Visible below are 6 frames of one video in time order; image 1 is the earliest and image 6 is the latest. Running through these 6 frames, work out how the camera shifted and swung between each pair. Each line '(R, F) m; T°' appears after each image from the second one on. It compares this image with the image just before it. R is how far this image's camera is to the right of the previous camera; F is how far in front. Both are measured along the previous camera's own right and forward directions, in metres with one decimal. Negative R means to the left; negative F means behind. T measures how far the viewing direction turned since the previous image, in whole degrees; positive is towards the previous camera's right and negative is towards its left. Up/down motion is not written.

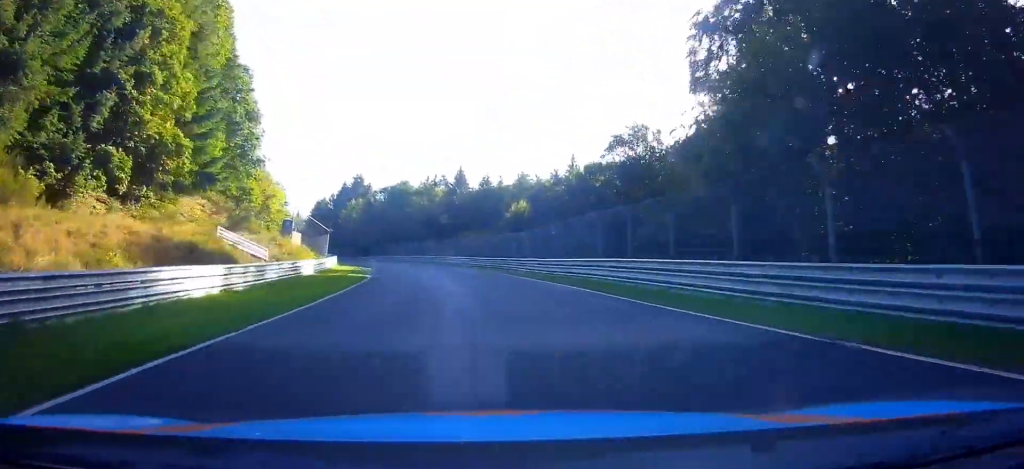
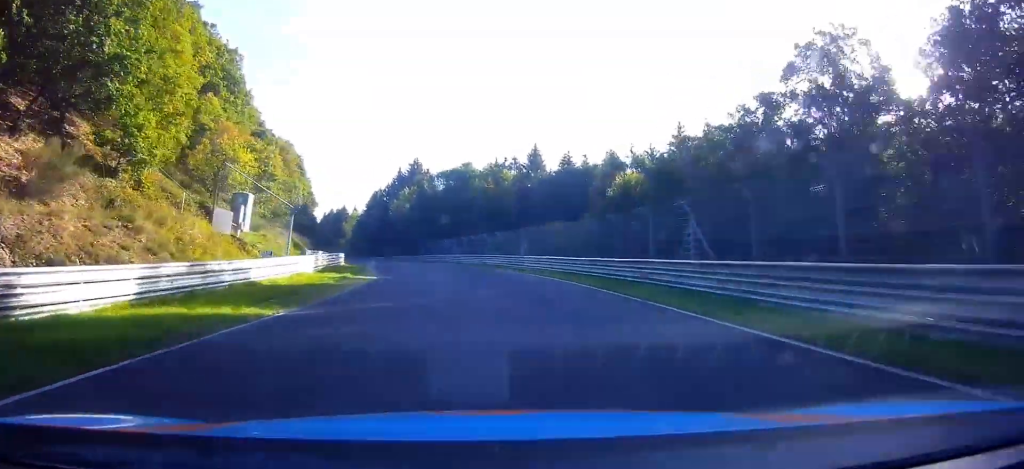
(-0.5, +20.3) m; -6°
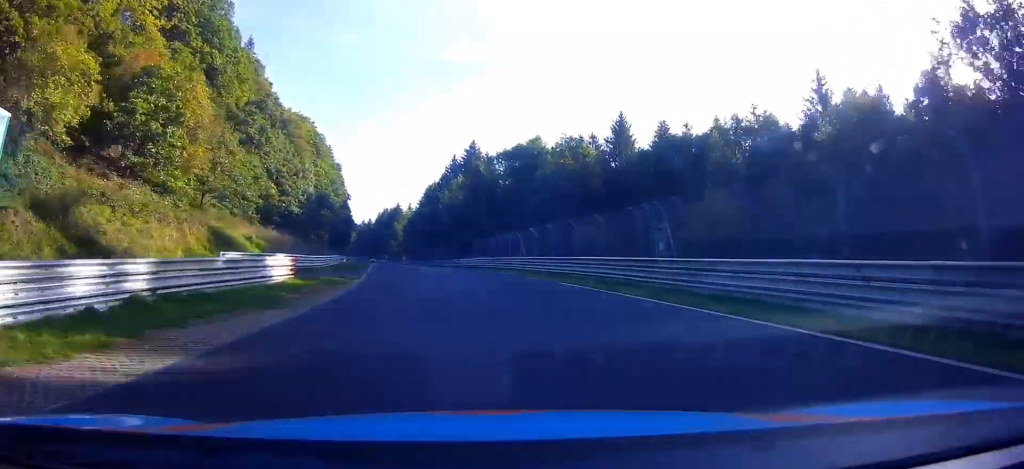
(-1.3, +18.2) m; -10°
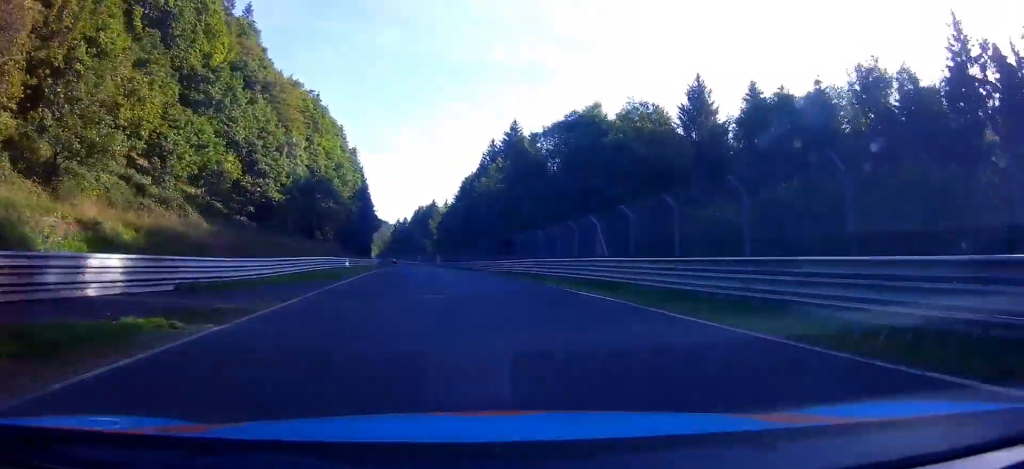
(0.0, +13.0) m; -8°
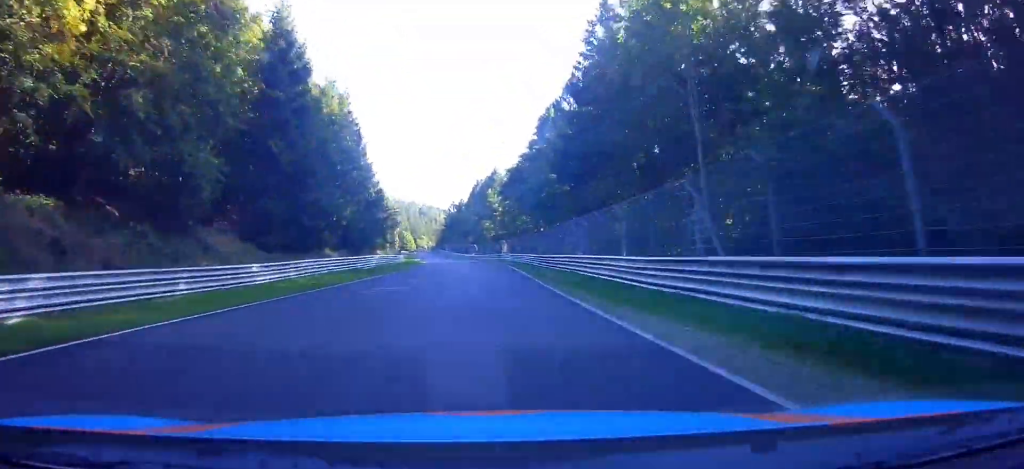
(-7.3, +43.7) m; -15°
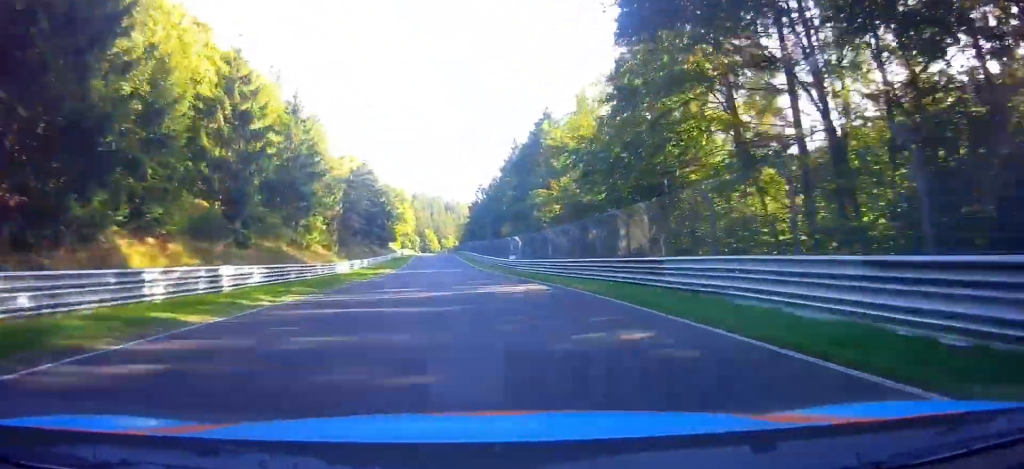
(-5.6, +46.7) m; -12°
